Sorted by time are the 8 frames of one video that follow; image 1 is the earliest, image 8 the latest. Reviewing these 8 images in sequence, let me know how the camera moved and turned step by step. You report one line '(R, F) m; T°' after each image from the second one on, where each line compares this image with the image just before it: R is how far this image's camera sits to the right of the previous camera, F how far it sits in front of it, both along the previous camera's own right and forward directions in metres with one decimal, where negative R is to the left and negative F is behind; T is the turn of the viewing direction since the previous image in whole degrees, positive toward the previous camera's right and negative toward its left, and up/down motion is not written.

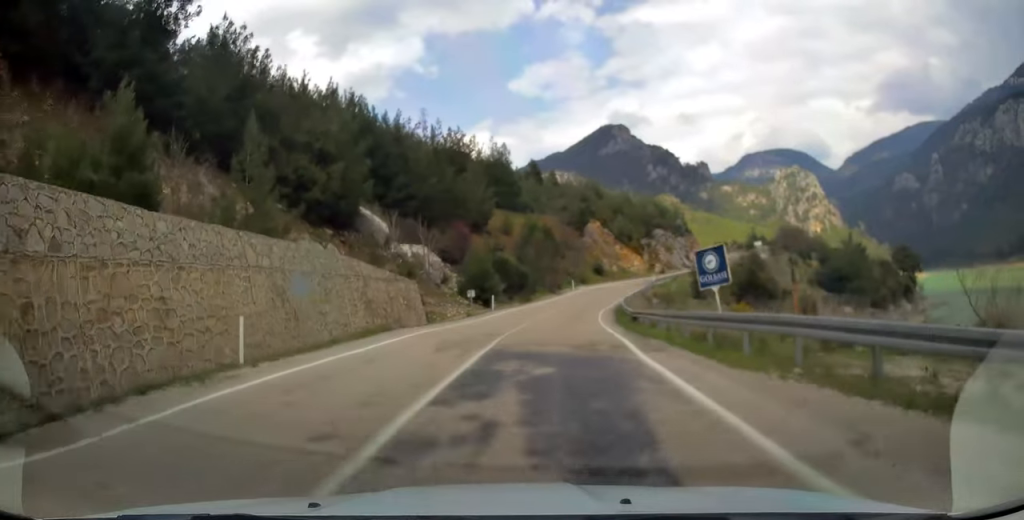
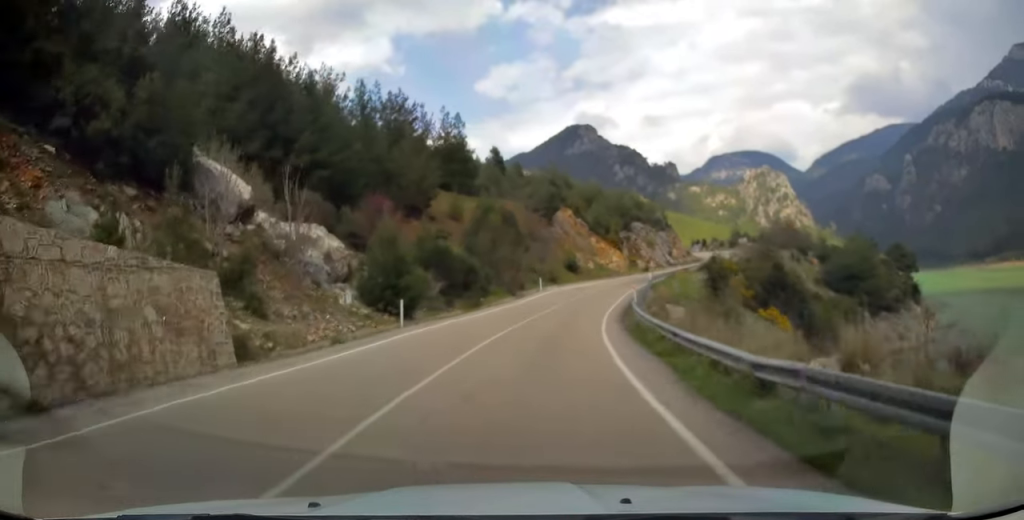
(+0.3, +19.4) m; +3°
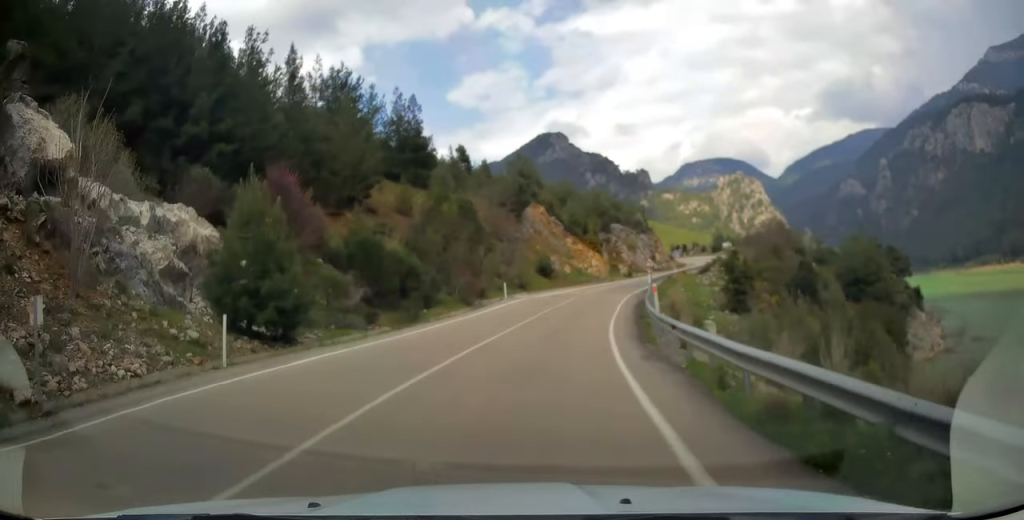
(+0.3, +12.5) m; +2°
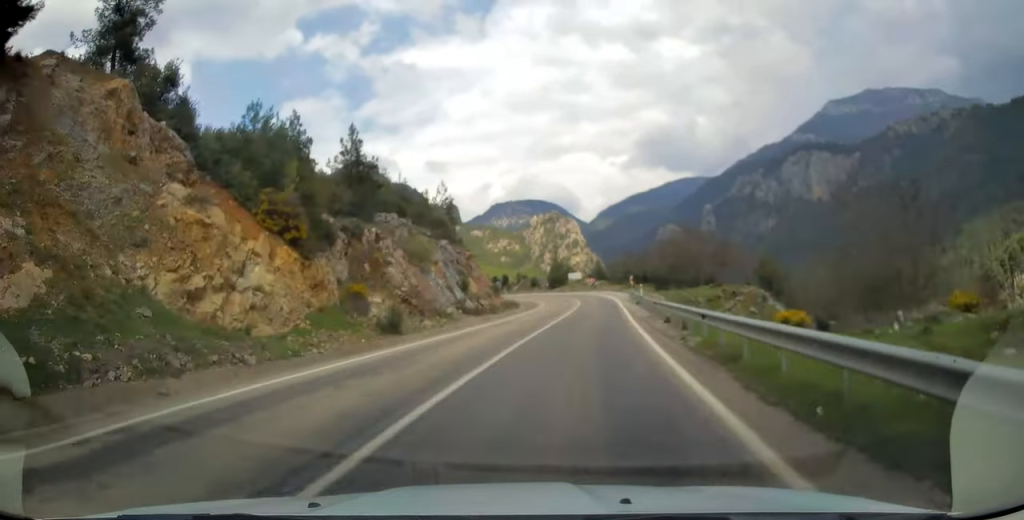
(+9.1, +60.2) m; +19°
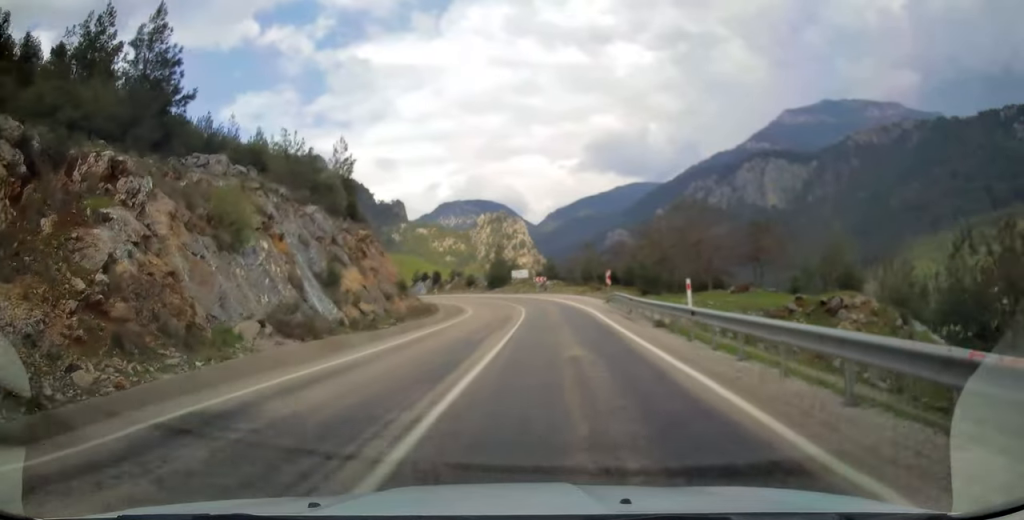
(+1.2, +23.2) m; +5°
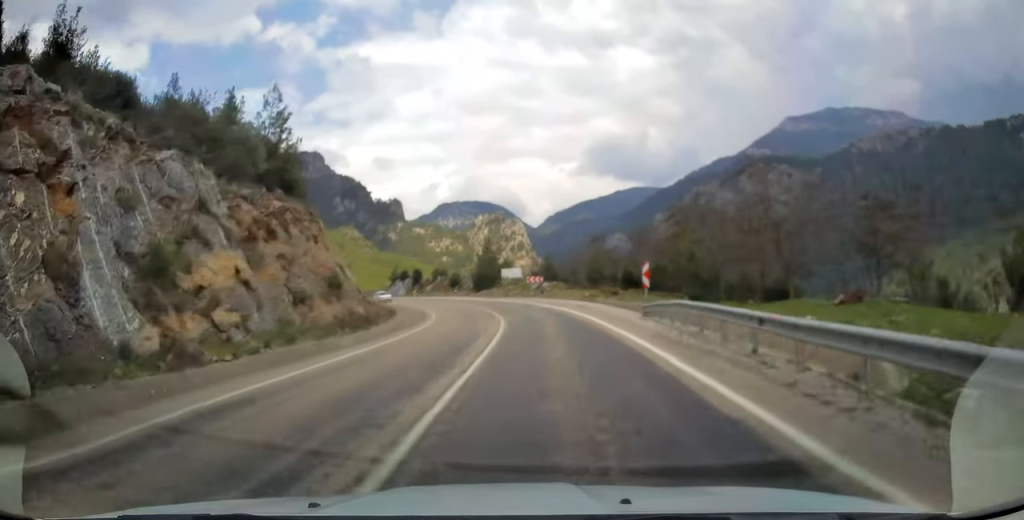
(+0.5, +15.7) m; +1°
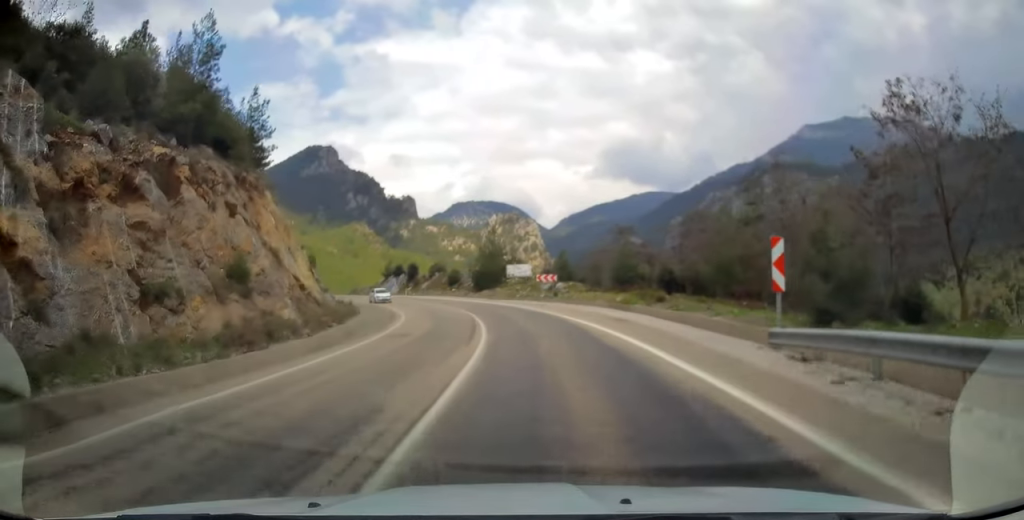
(0.0, +12.8) m; -2°
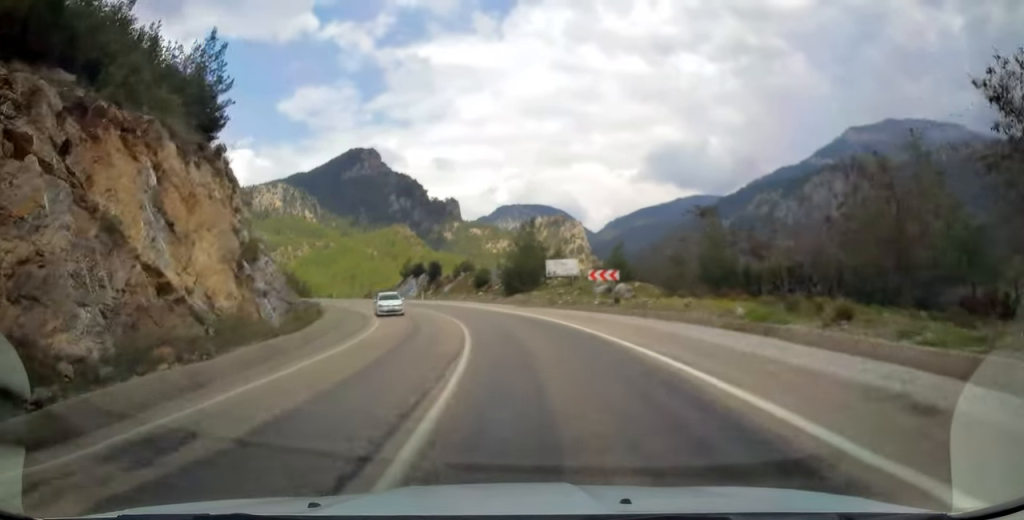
(-0.5, +15.7) m; -4°
